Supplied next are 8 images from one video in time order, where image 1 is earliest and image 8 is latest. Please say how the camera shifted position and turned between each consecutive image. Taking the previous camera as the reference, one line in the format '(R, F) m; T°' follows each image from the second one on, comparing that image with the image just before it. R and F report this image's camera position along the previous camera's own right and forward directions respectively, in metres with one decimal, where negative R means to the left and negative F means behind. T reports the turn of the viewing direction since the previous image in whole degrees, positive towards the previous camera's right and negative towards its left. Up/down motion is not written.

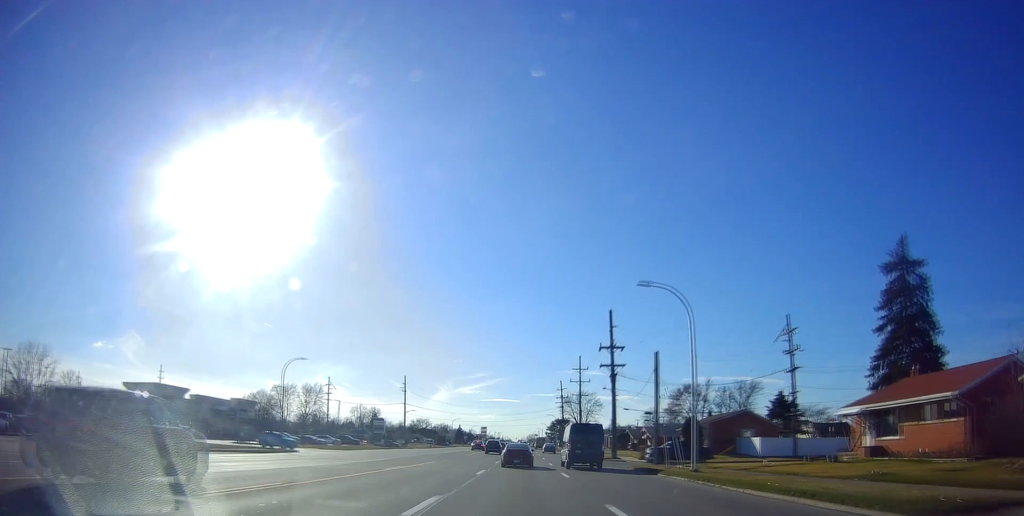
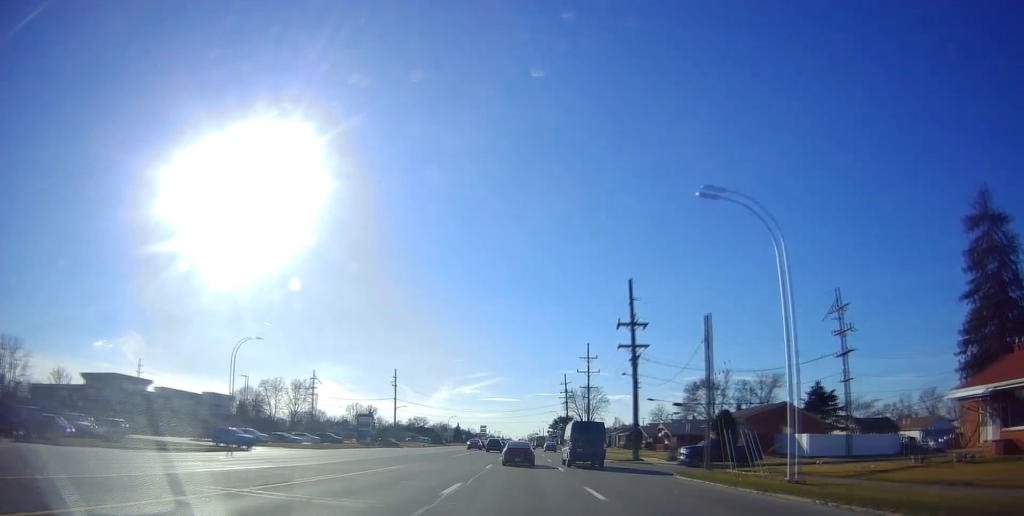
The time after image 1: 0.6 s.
(0.0, +10.6) m; 0°
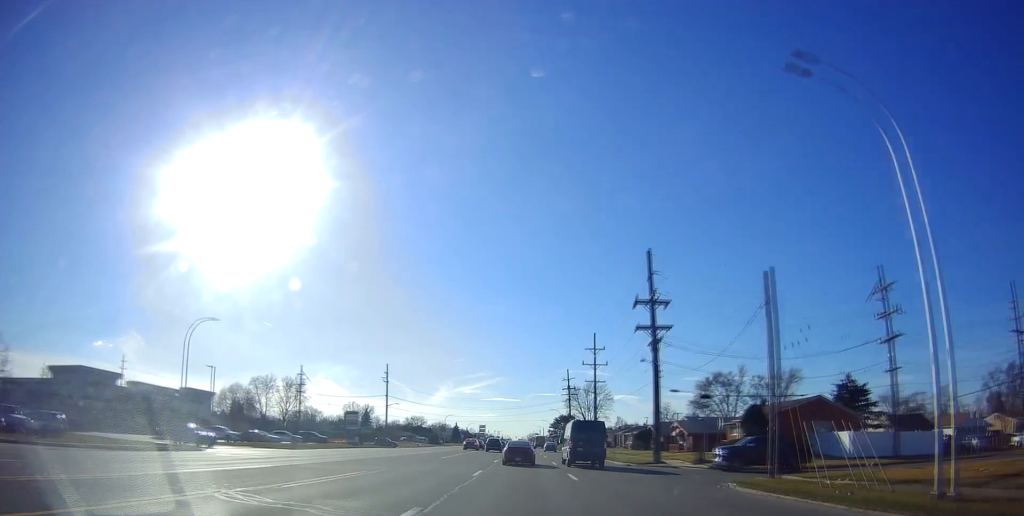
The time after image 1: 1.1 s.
(0.0, +7.3) m; 0°
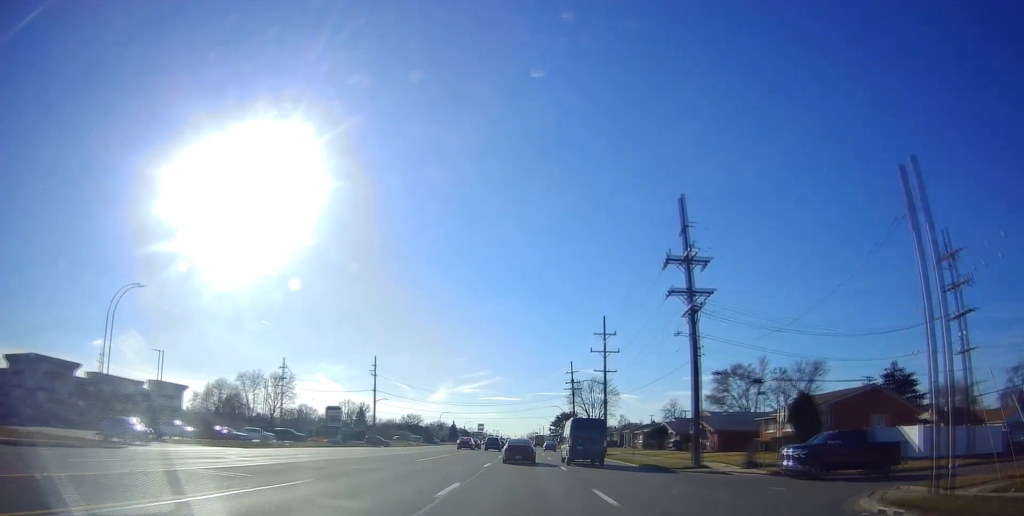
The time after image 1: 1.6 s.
(0.0, +8.4) m; 0°
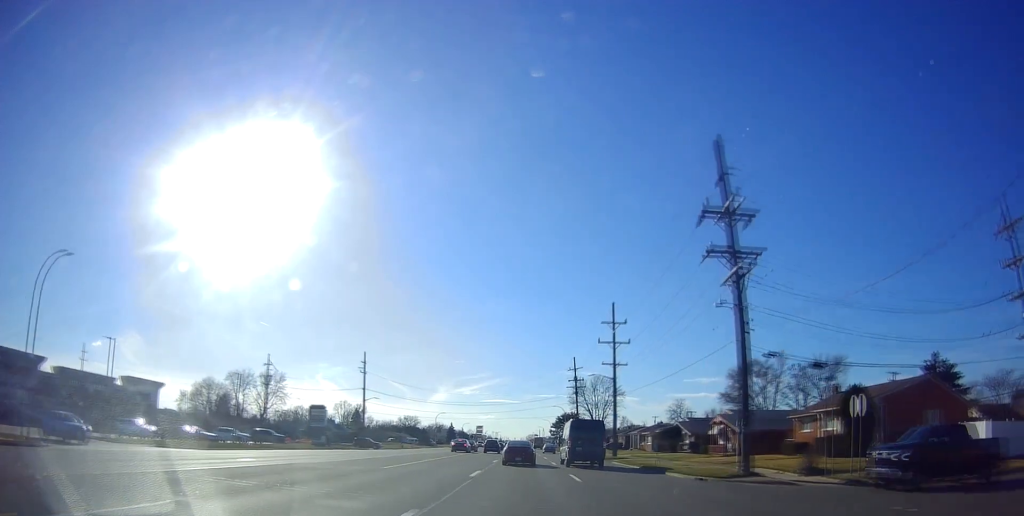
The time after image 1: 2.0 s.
(0.0, +5.9) m; 0°
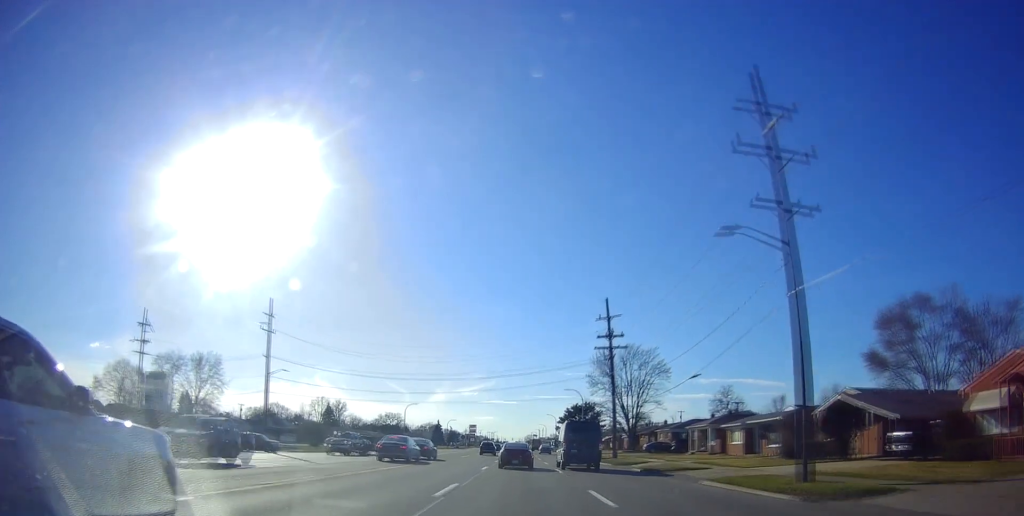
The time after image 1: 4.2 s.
(-0.4, +34.5) m; -1°
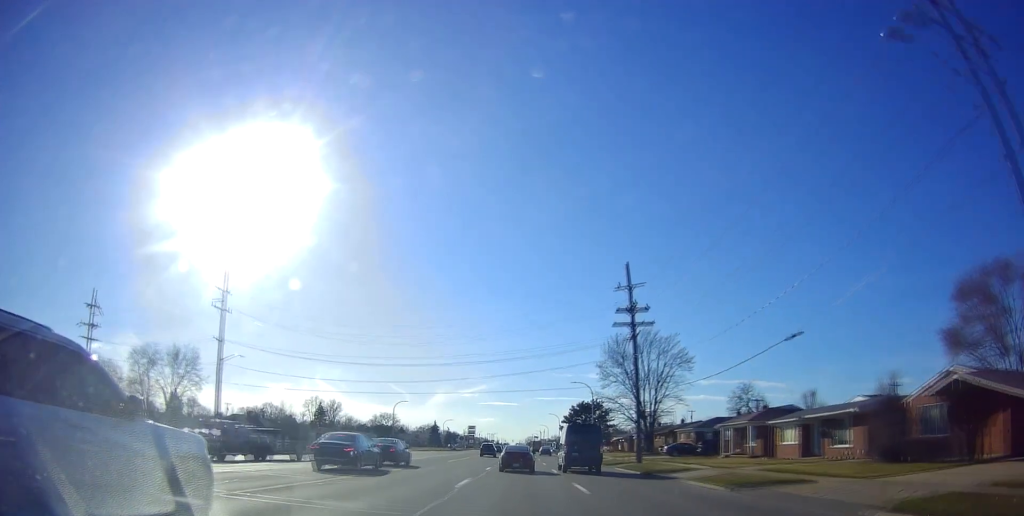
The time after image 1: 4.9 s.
(+0.2, +10.6) m; 0°
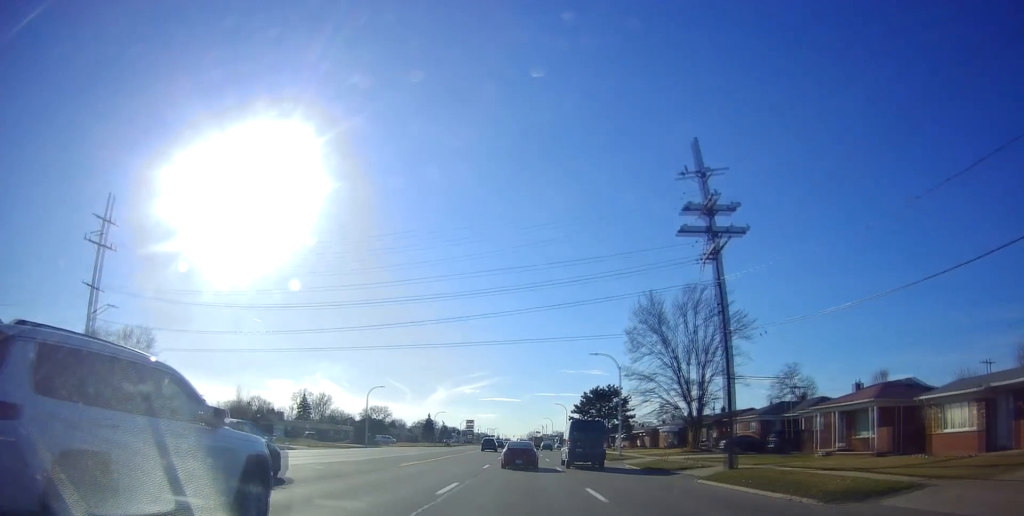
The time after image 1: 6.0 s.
(-0.1, +18.8) m; 0°
